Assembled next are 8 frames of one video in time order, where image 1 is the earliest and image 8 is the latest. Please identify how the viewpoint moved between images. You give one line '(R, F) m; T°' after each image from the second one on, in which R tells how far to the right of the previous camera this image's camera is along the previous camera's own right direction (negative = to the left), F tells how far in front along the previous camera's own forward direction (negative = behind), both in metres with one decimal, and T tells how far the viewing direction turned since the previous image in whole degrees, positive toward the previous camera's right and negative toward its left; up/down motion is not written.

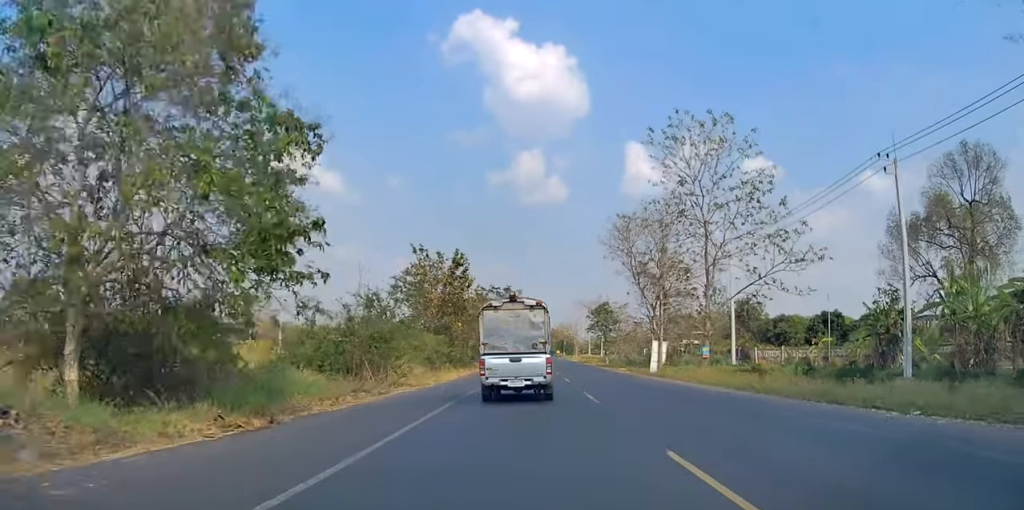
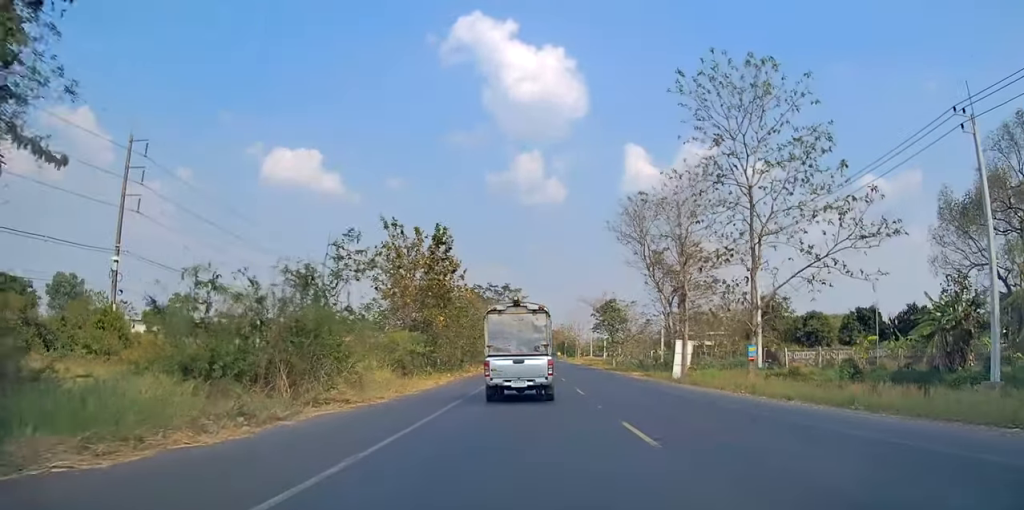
(0.0, +8.3) m; 0°
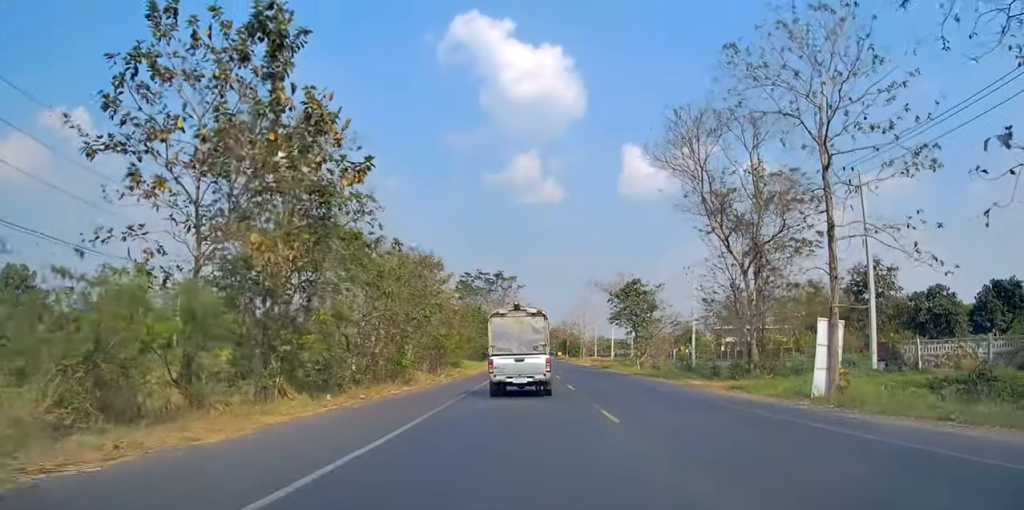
(+0.3, +21.3) m; +1°
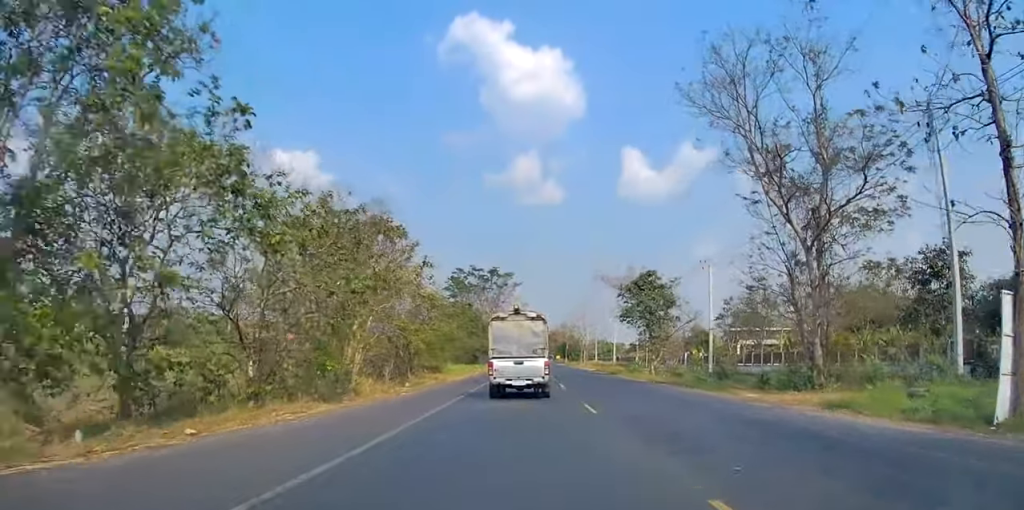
(0.0, +8.9) m; 0°
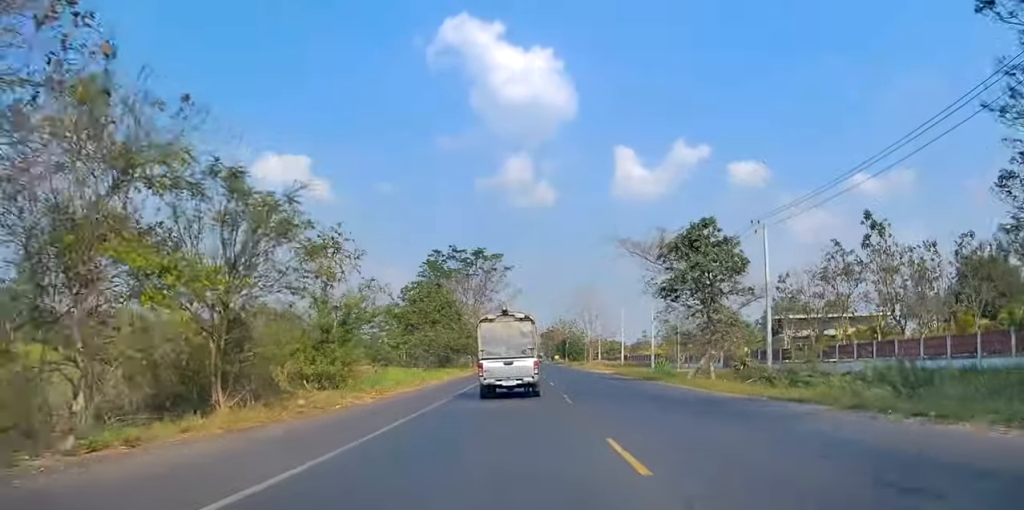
(-0.1, +19.5) m; -2°
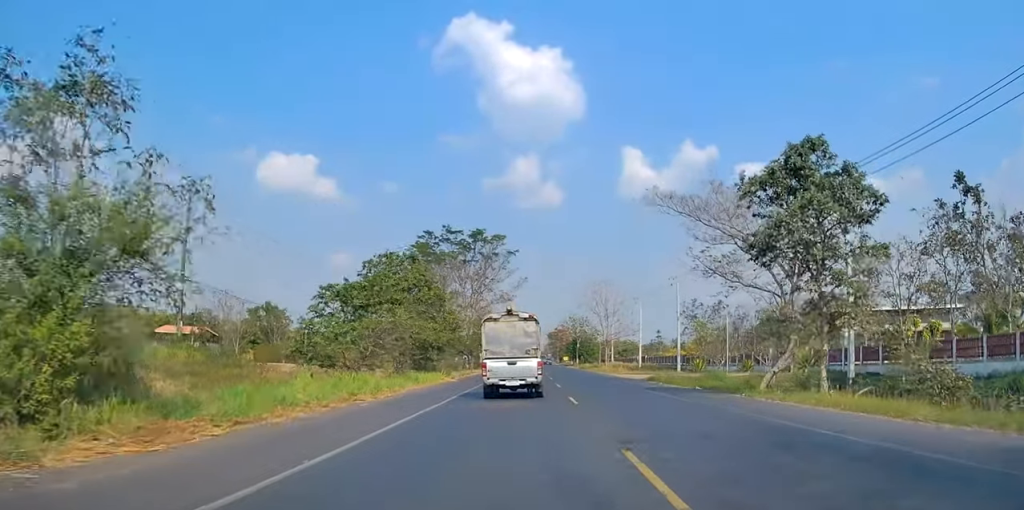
(-0.3, +12.9) m; -1°
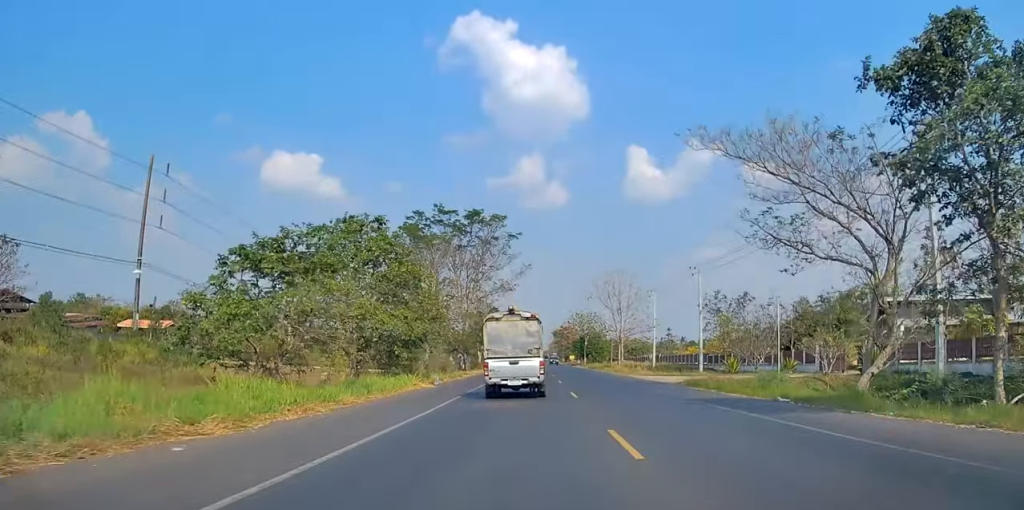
(+0.1, +9.6) m; +1°
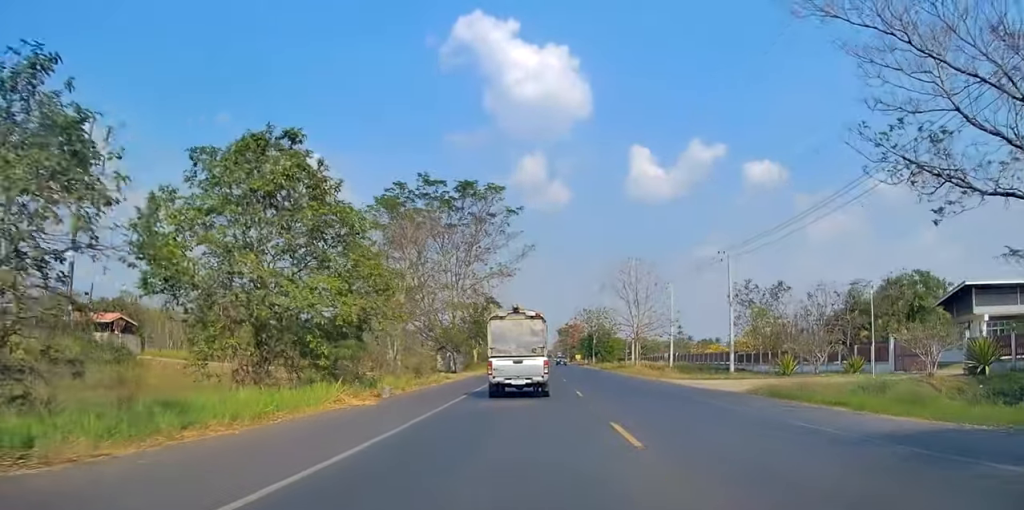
(+0.1, +10.4) m; +1°
